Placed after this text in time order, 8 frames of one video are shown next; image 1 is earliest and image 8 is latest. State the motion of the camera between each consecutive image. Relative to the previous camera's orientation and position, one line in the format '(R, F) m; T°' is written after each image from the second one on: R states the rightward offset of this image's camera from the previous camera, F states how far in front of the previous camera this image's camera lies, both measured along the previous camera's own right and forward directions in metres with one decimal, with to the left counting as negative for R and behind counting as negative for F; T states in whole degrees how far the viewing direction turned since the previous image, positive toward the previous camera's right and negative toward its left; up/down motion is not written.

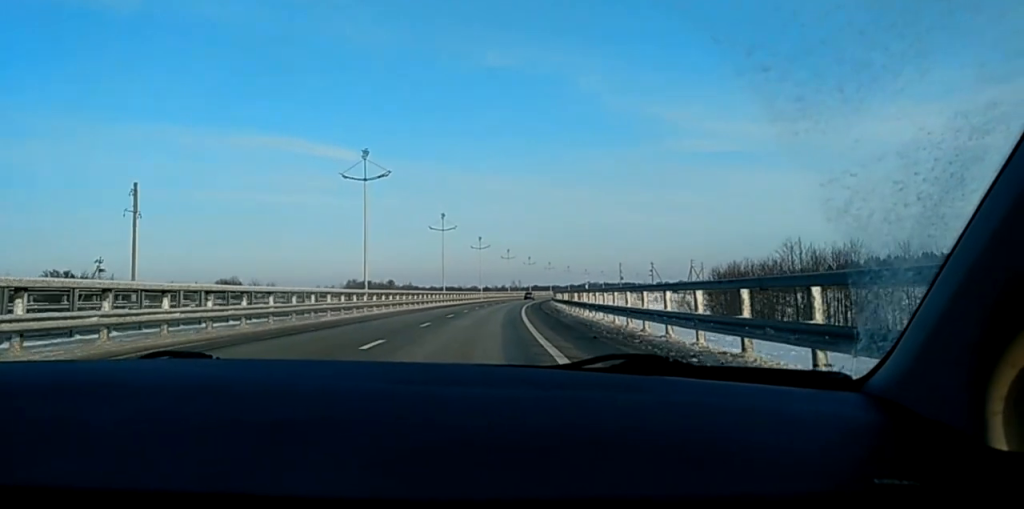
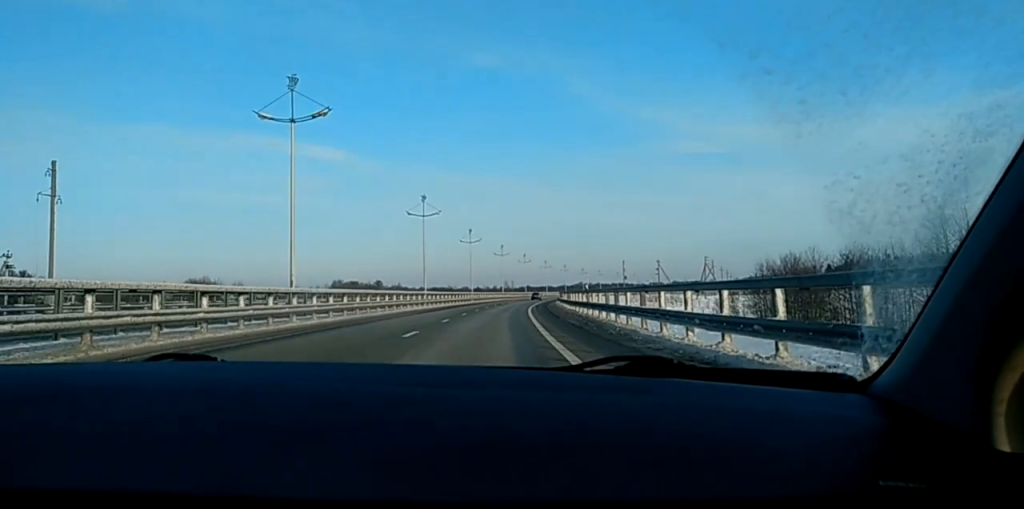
(+0.1, +18.9) m; +1°
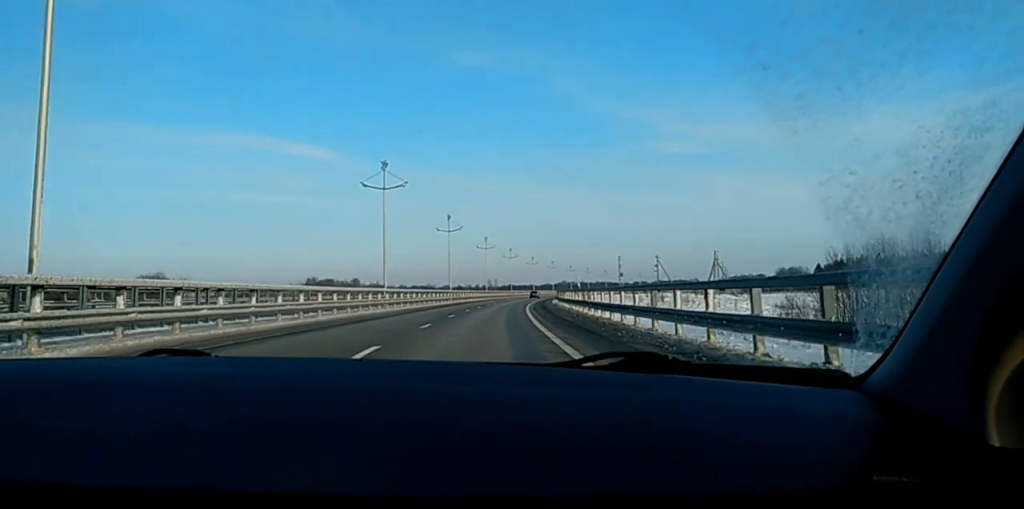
(+0.4, +19.7) m; +1°
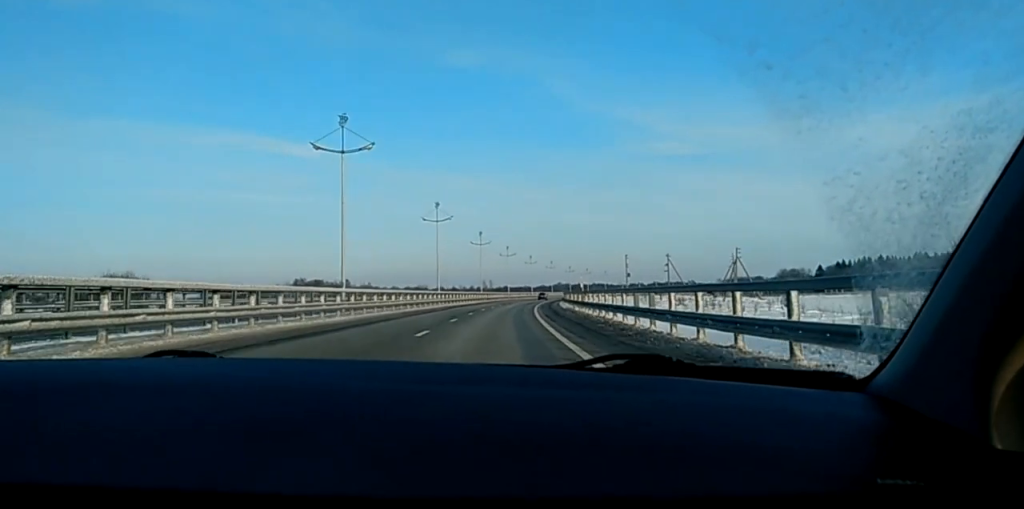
(0.0, +15.6) m; +1°
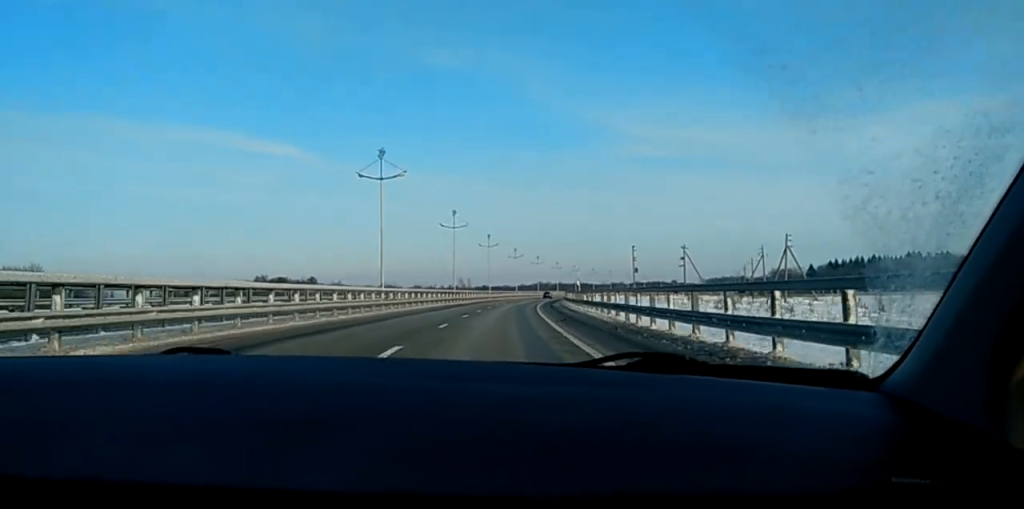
(+0.6, +30.7) m; +2°
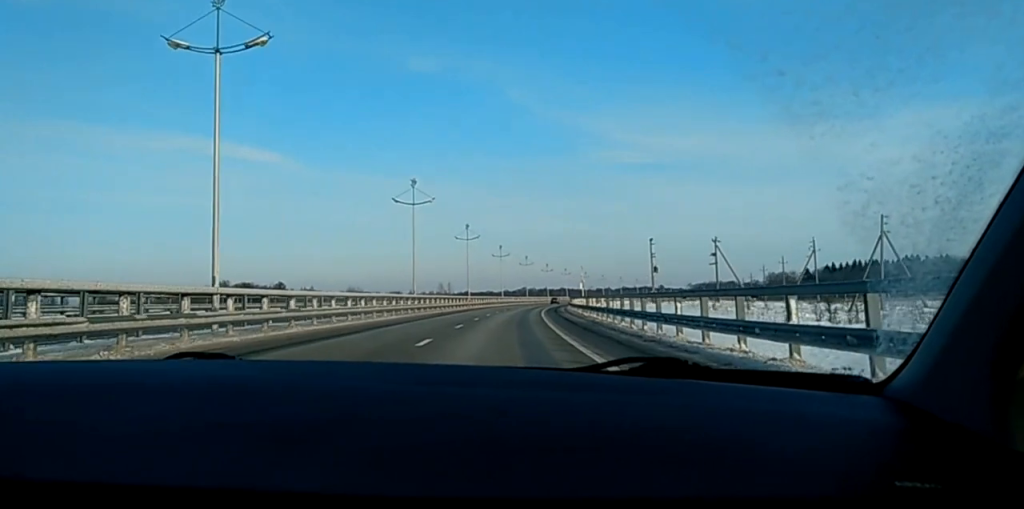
(+0.2, +30.5) m; +1°
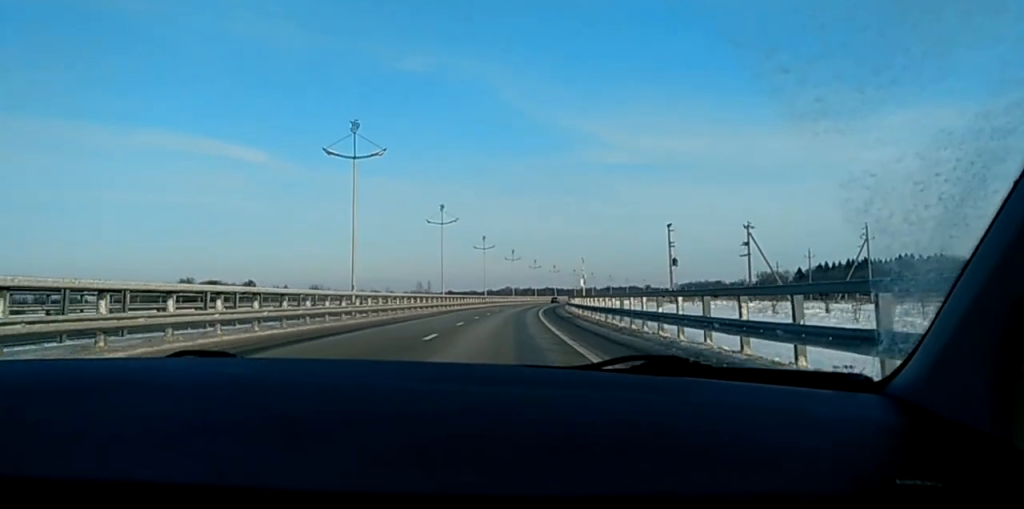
(+0.1, +21.1) m; +1°
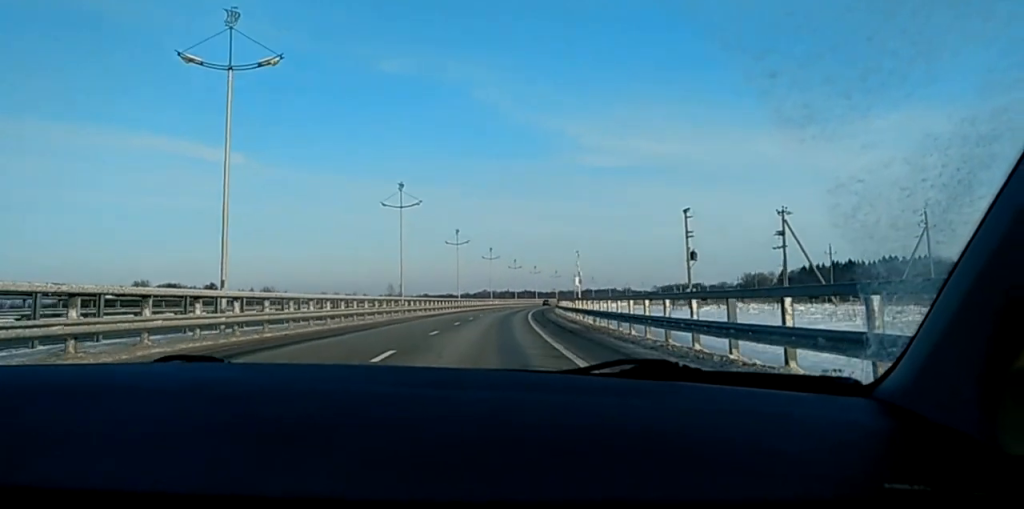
(+0.3, +18.2) m; 0°
